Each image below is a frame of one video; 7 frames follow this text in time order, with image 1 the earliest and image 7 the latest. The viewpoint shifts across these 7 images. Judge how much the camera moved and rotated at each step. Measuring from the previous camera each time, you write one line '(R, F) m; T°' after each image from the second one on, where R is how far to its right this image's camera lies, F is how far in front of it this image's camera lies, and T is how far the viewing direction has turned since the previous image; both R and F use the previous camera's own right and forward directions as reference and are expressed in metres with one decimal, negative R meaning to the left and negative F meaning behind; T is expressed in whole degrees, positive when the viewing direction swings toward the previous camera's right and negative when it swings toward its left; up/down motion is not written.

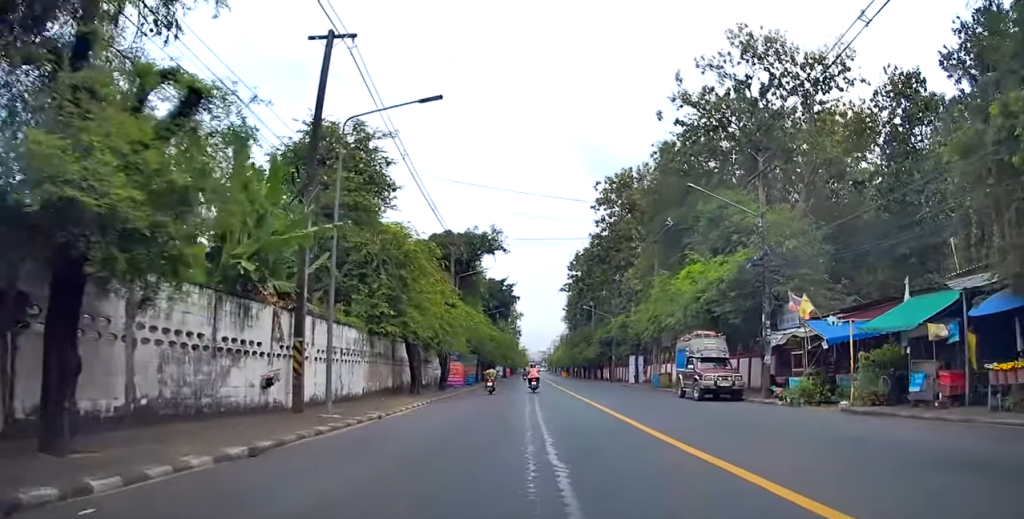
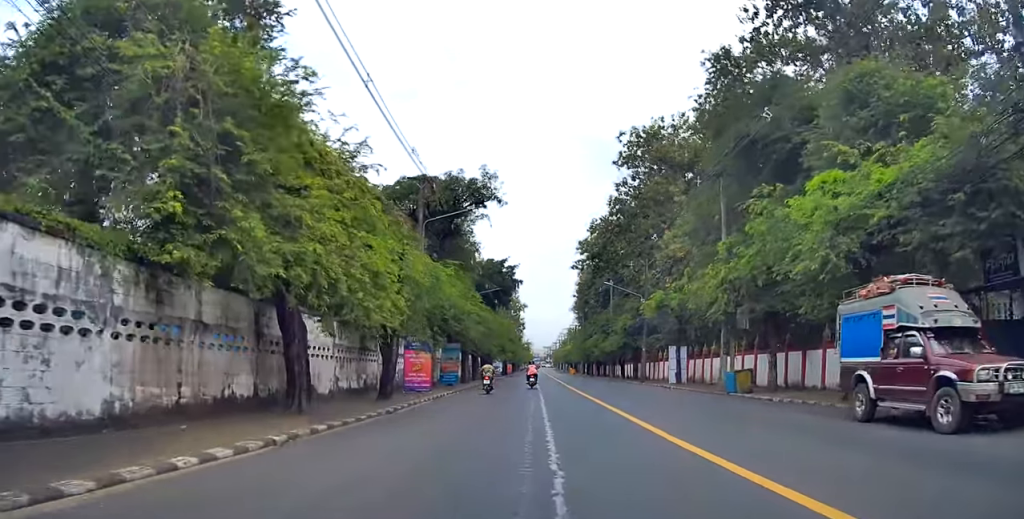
(+0.1, +13.1) m; -1°
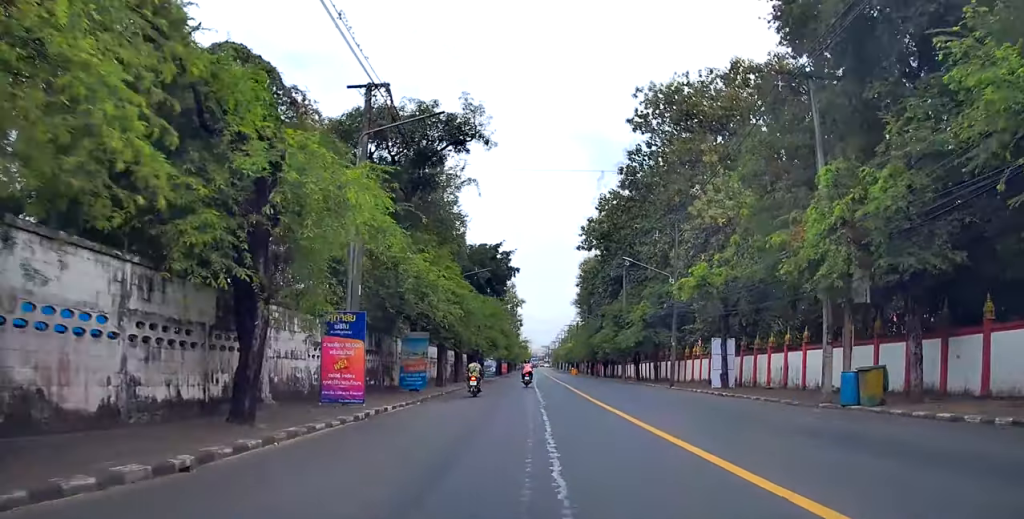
(-0.2, +10.2) m; 0°
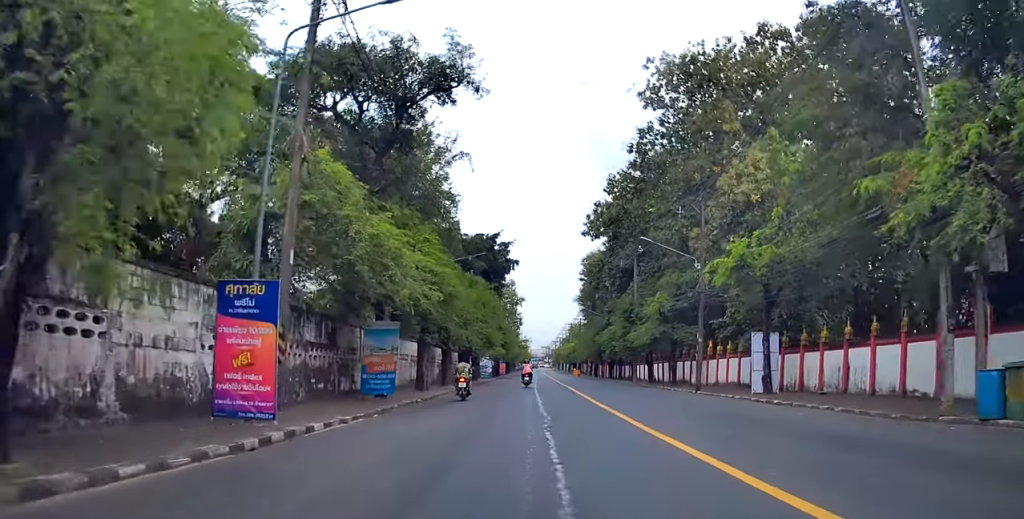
(+0.1, +5.8) m; +1°
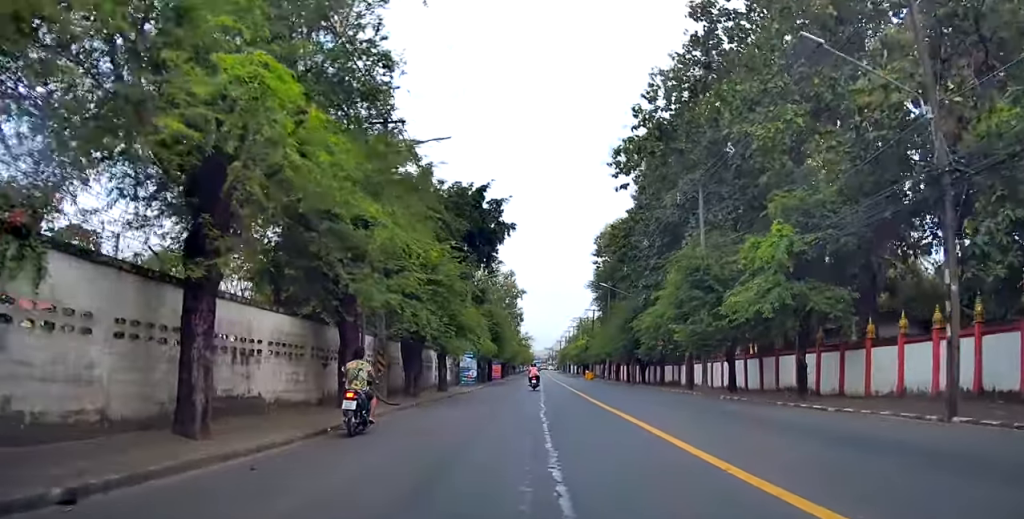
(+0.4, +19.6) m; +1°
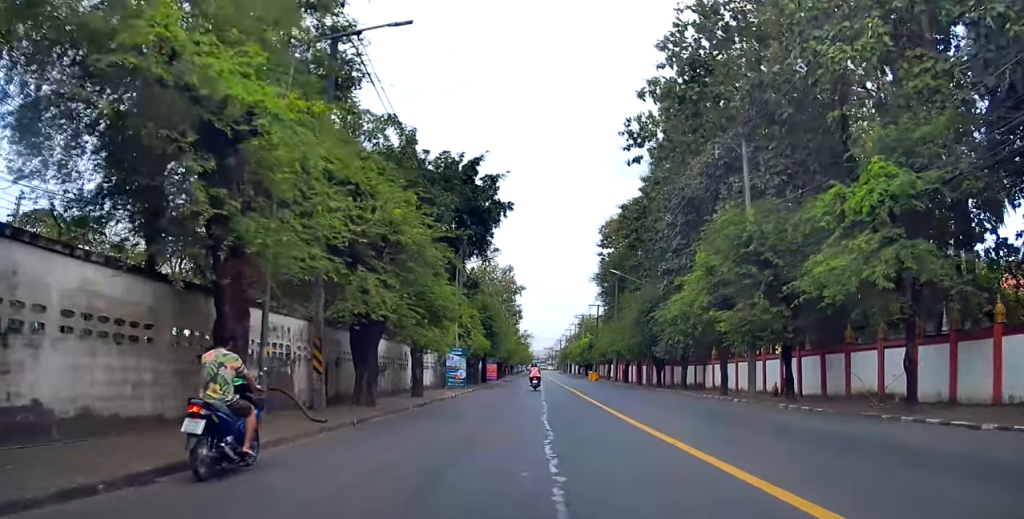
(0.0, +6.6) m; -1°
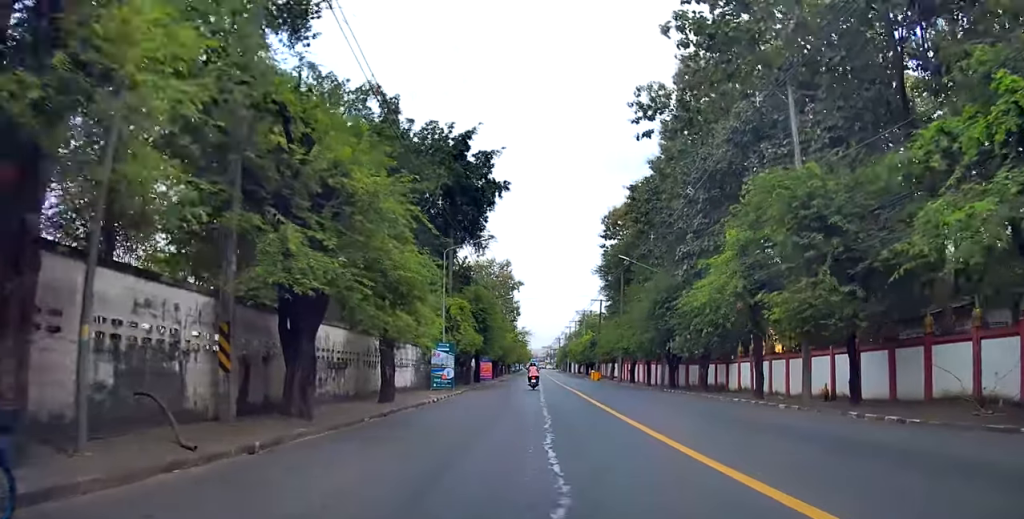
(-0.1, +5.2) m; -1°
